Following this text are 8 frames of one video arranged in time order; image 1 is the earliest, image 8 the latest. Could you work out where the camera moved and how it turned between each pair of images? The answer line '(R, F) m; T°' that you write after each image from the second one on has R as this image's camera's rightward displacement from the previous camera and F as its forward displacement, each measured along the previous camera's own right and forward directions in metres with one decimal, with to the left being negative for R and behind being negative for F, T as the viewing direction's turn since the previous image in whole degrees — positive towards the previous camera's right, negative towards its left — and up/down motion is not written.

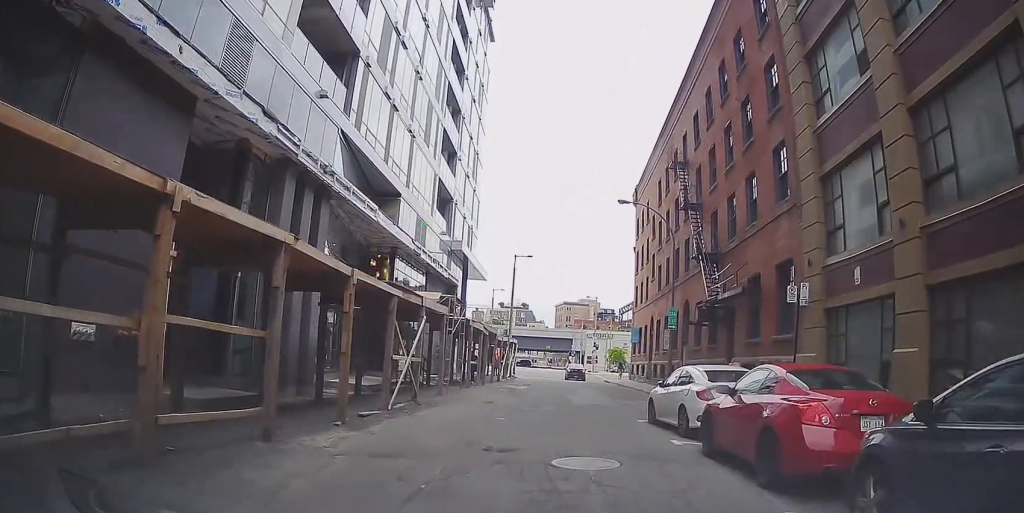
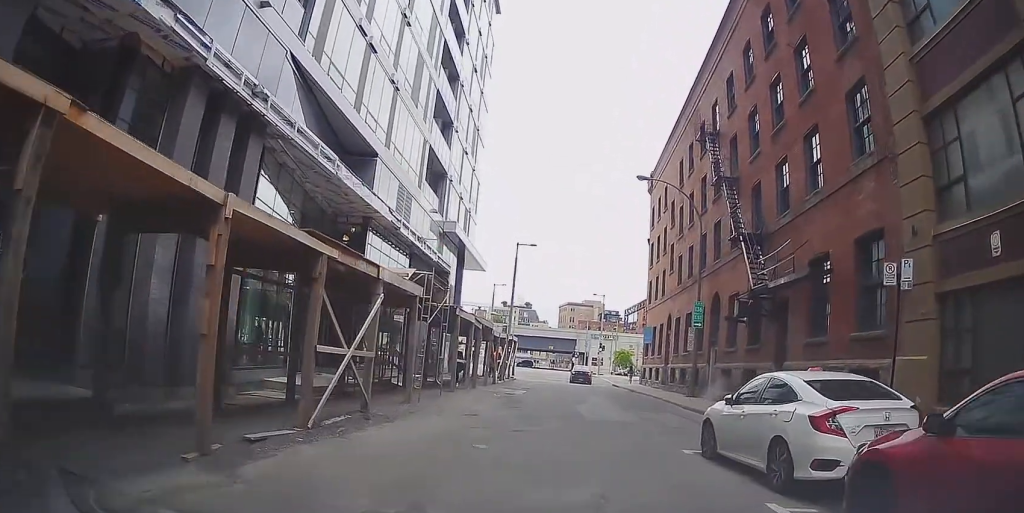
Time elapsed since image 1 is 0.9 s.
(-0.4, +5.0) m; -3°
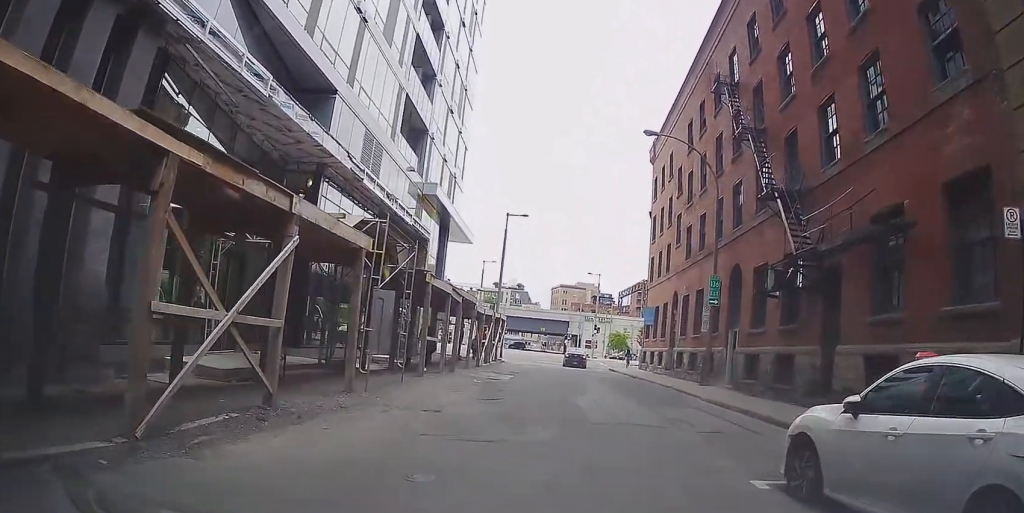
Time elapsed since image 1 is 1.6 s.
(-0.1, +4.1) m; +3°
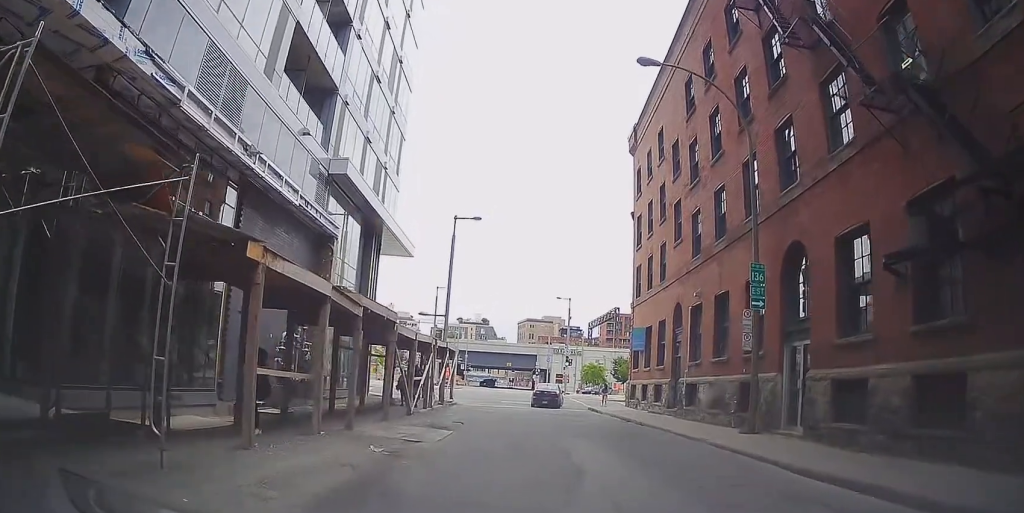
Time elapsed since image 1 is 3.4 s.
(+0.2, +9.5) m; -2°
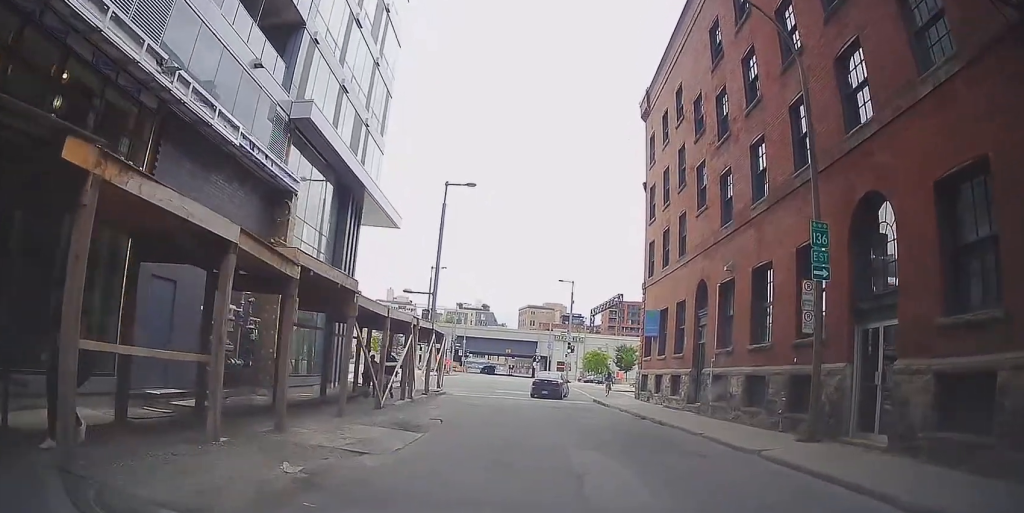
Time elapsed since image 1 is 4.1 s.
(-0.1, +4.6) m; +3°
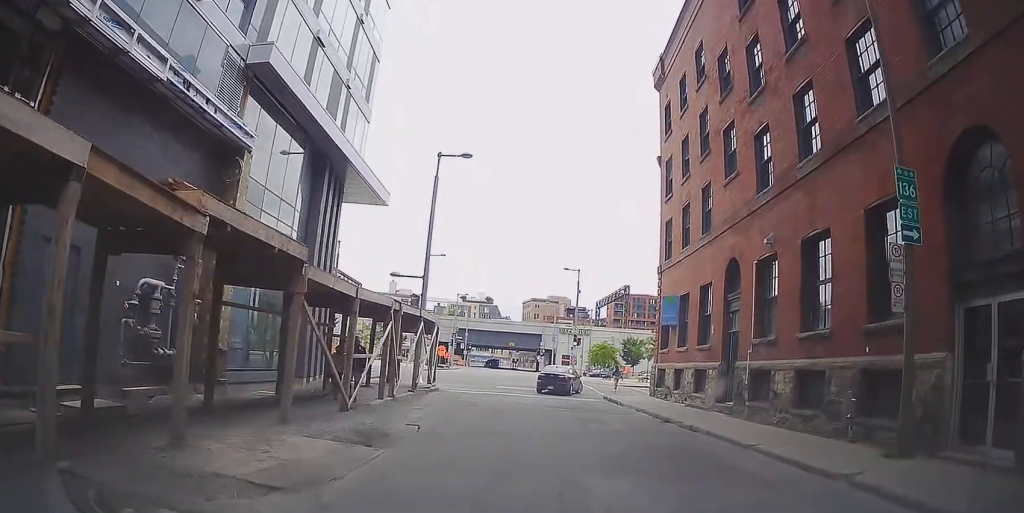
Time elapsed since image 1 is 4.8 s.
(0.0, +4.0) m; +5°
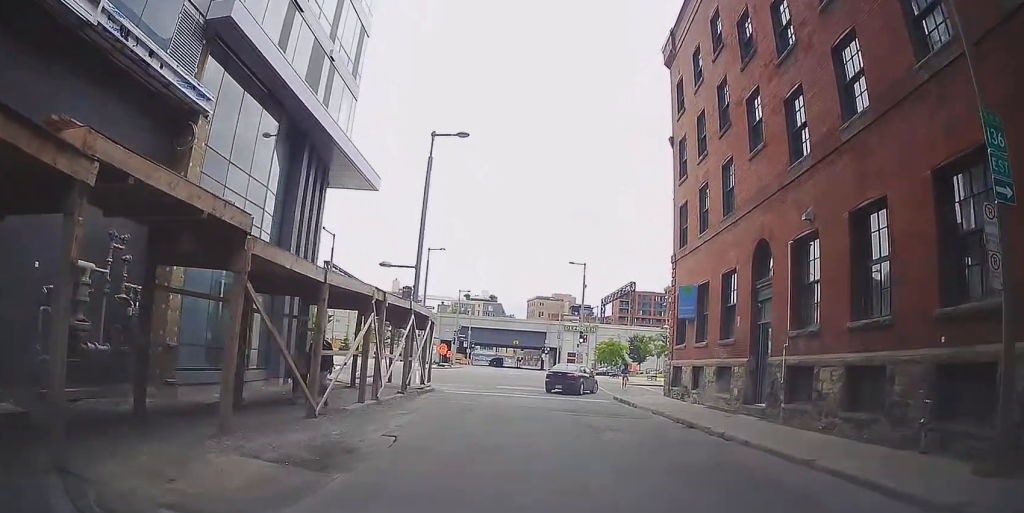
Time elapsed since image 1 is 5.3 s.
(+0.4, +2.9) m; +1°
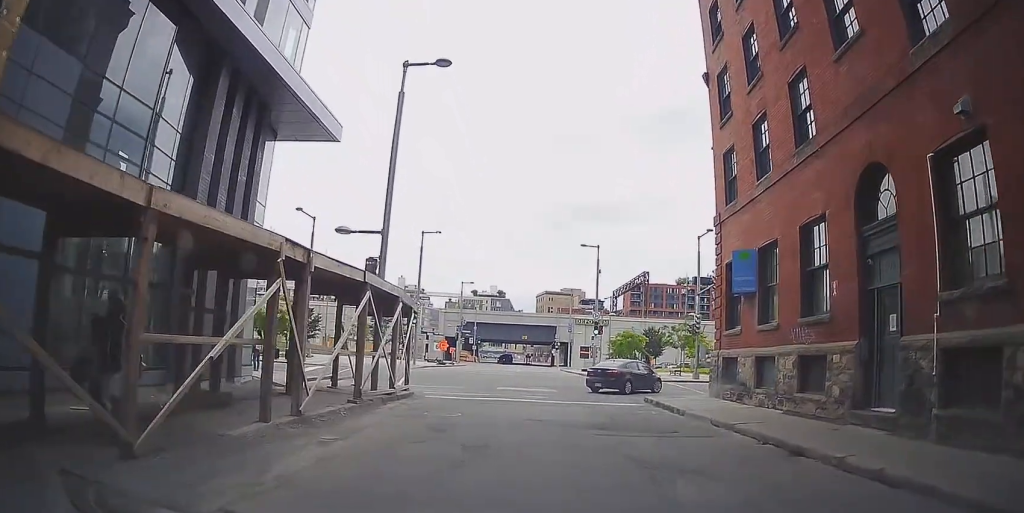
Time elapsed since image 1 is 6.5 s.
(-0.2, +6.8) m; -3°
